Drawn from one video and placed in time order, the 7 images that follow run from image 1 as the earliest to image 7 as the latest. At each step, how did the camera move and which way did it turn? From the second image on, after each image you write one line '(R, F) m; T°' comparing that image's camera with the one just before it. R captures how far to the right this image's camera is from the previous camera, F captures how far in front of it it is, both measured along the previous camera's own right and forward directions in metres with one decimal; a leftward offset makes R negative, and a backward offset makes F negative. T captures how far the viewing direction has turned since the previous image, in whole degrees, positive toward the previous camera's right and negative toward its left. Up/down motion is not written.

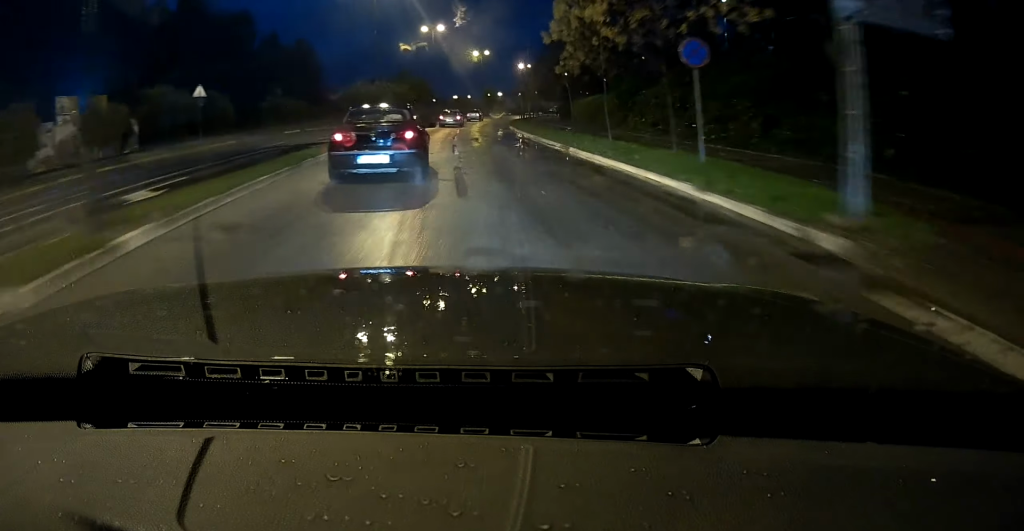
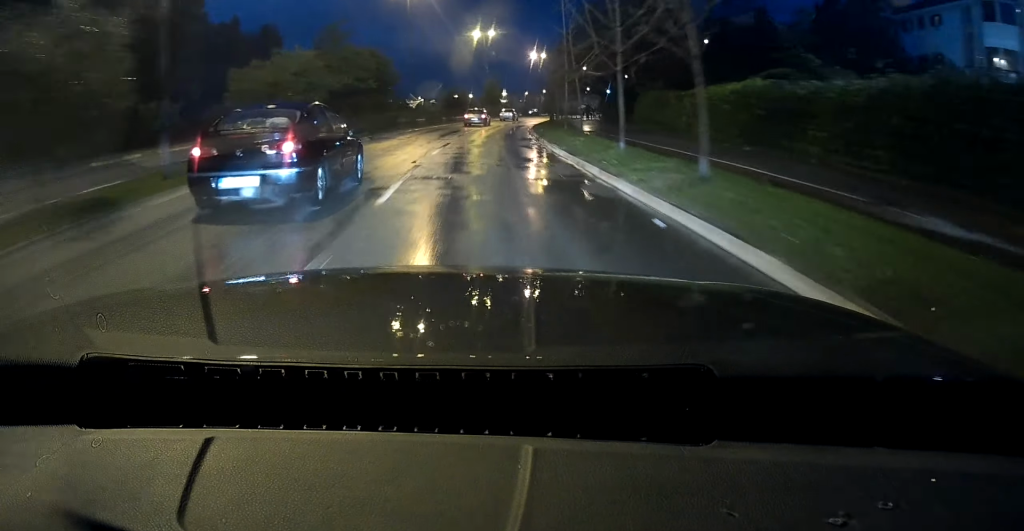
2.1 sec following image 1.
(-0.5, +27.4) m; +2°
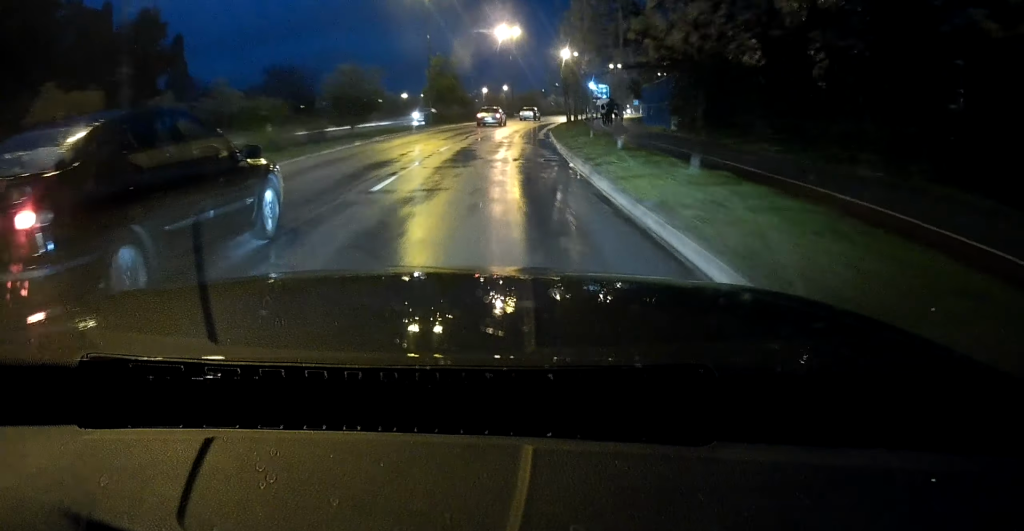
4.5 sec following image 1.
(+2.3, +36.0) m; +7°
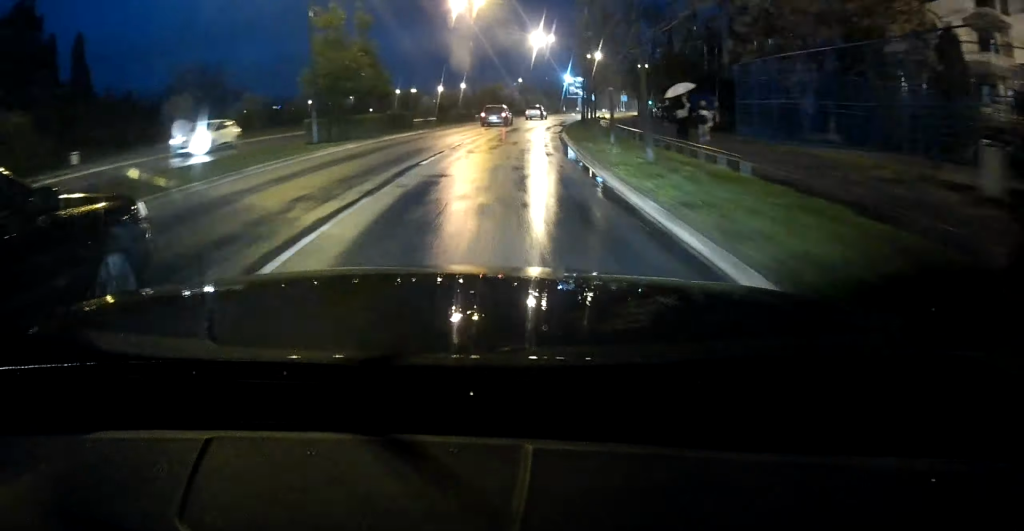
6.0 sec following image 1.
(+0.9, +24.1) m; +4°
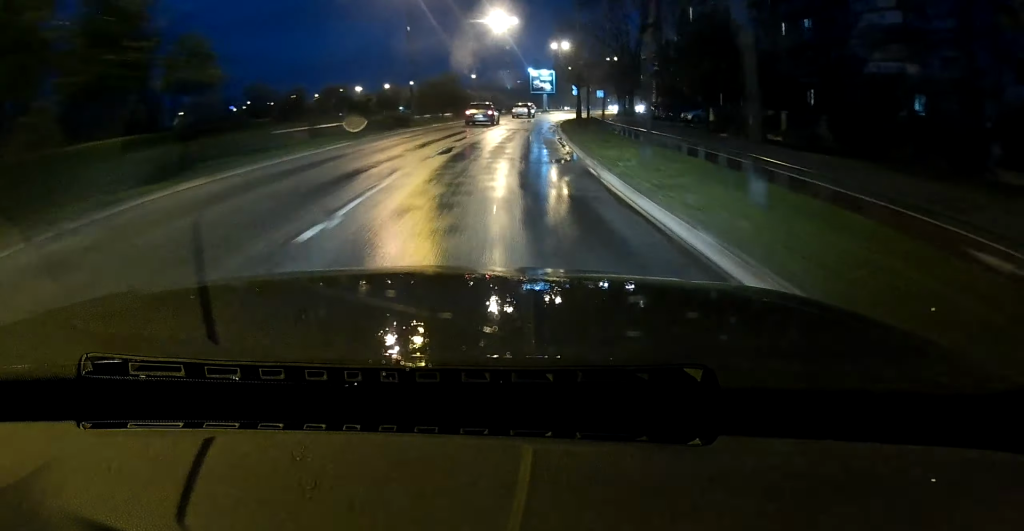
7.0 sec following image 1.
(+0.7, +17.5) m; +3°
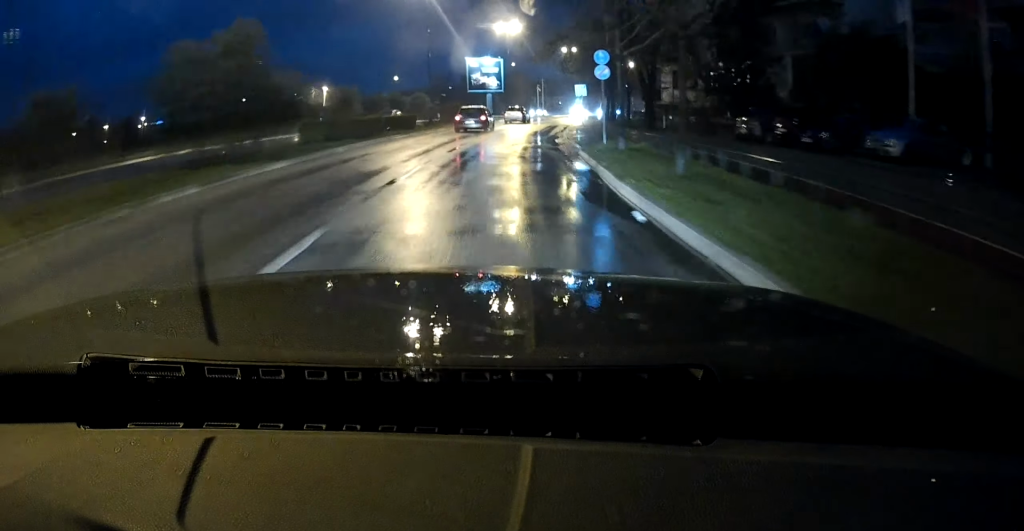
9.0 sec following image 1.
(+1.6, +33.0) m; +6°
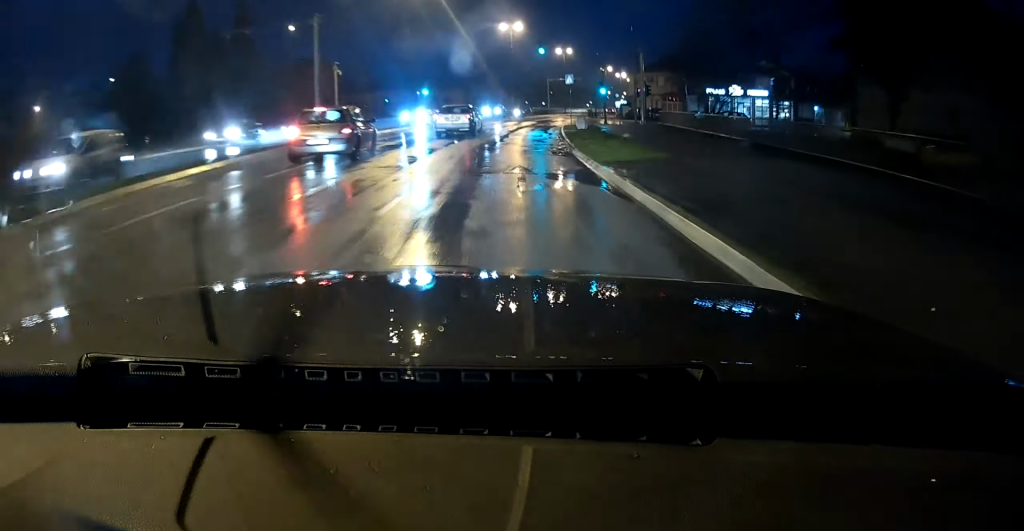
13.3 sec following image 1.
(+8.2, +69.8) m; +14°
